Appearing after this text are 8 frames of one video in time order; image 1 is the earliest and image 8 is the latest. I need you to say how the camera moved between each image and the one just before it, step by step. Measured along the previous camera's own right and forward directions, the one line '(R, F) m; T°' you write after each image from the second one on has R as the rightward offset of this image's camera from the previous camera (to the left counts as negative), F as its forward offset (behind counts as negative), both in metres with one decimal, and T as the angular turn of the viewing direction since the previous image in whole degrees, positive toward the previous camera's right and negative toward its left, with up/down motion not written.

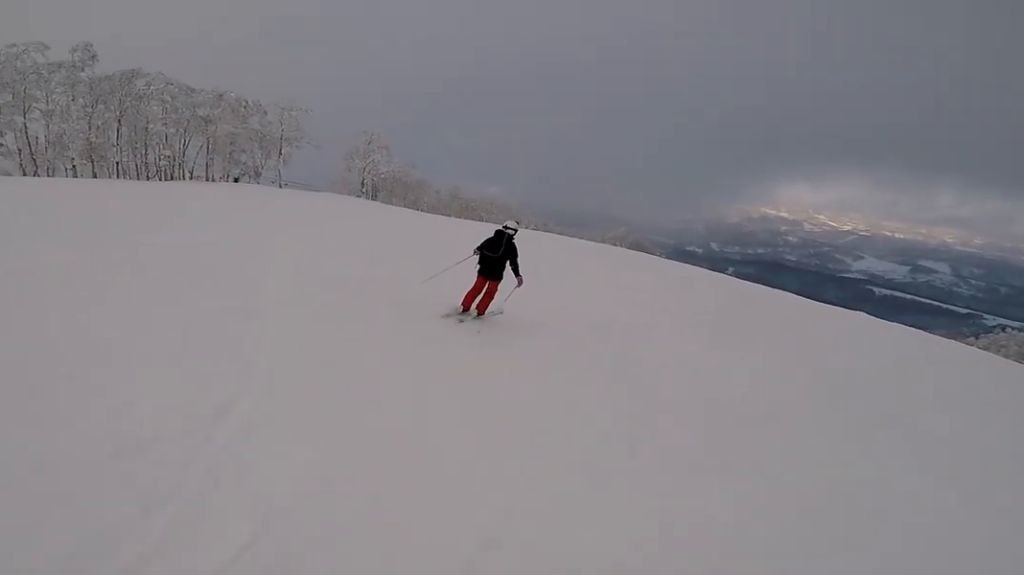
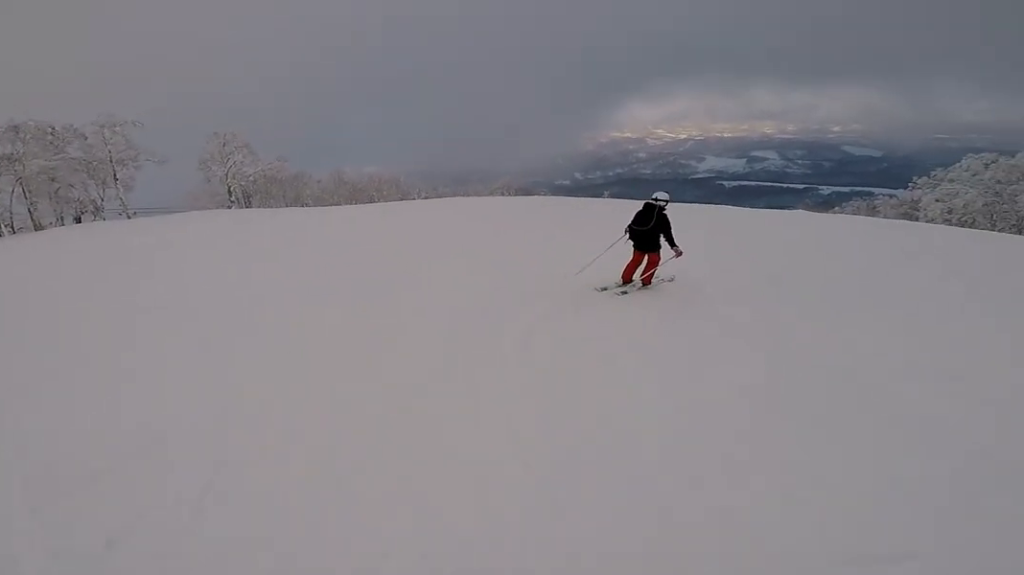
(-0.3, +4.7) m; +20°
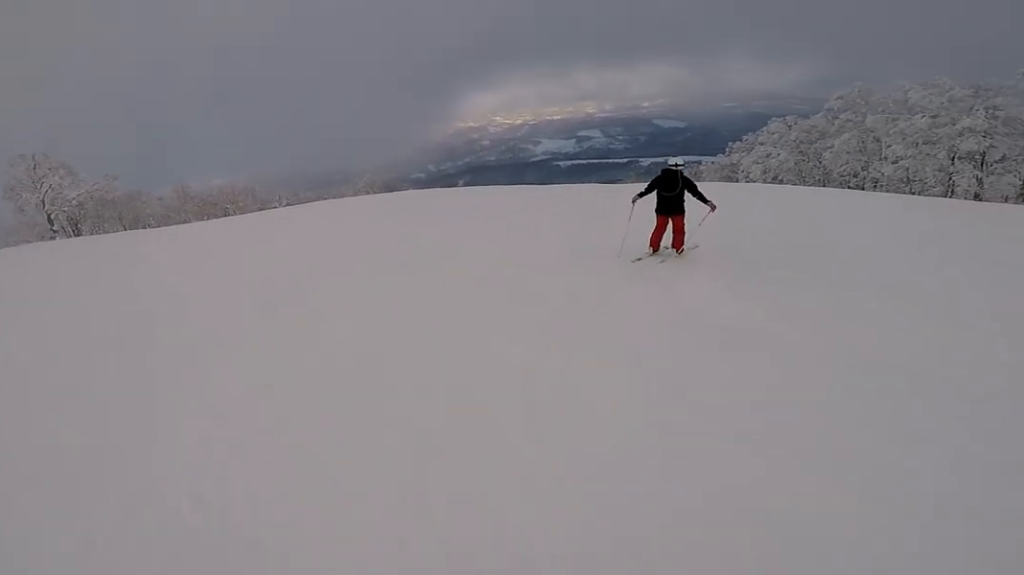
(-0.2, +2.3) m; +23°
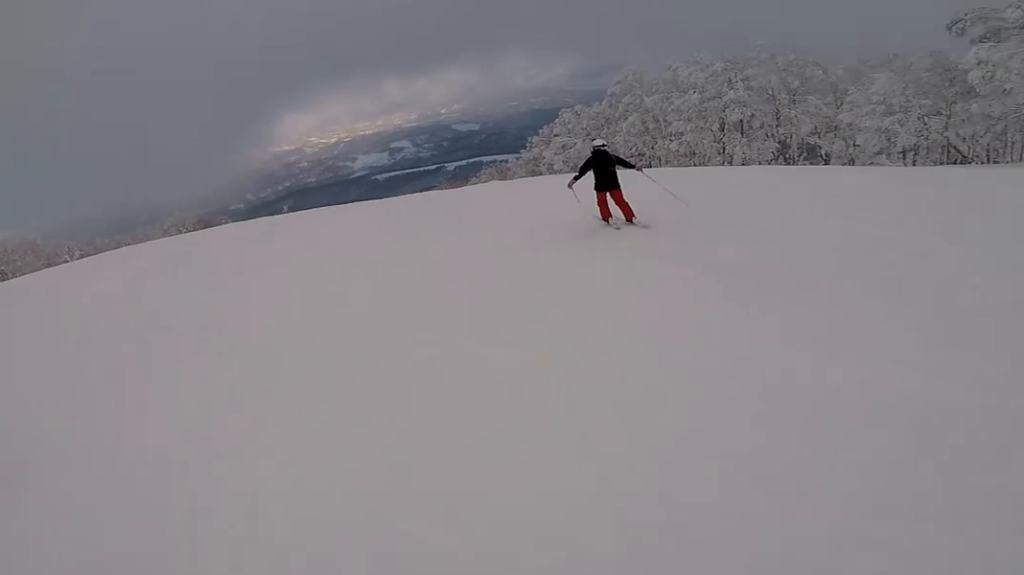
(+1.3, +2.8) m; +16°
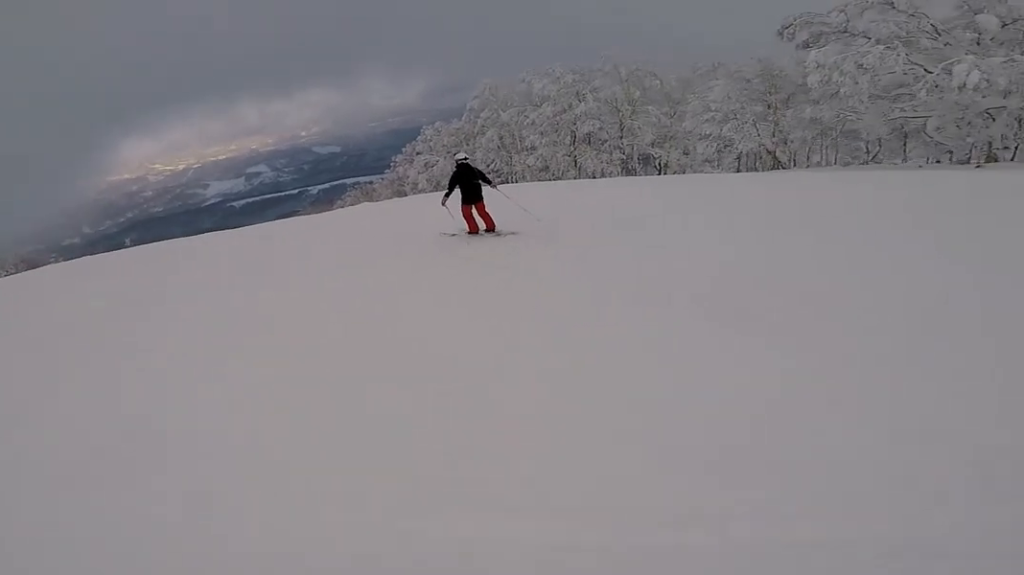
(+0.4, +2.0) m; +10°
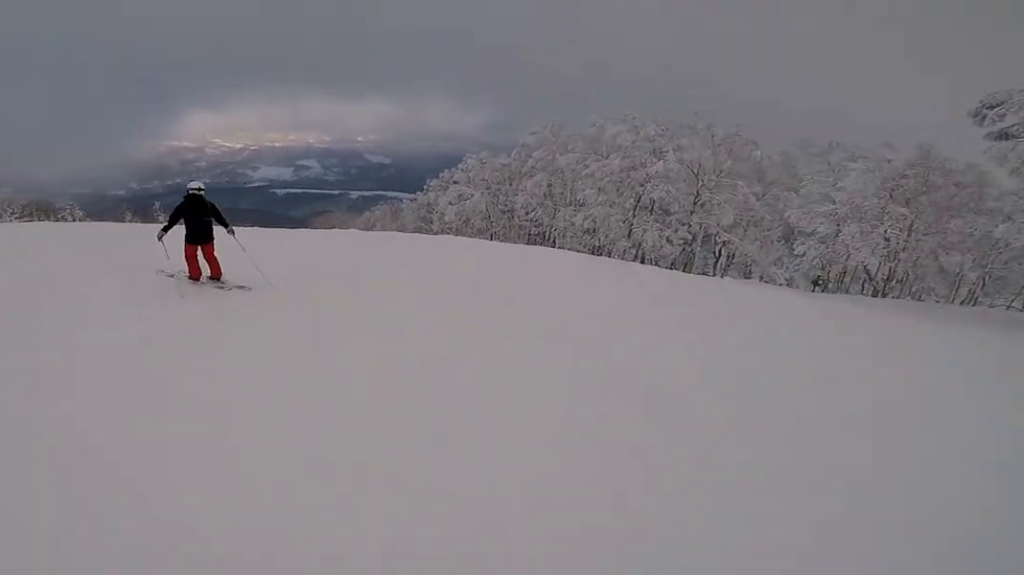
(-0.4, +5.9) m; -19°
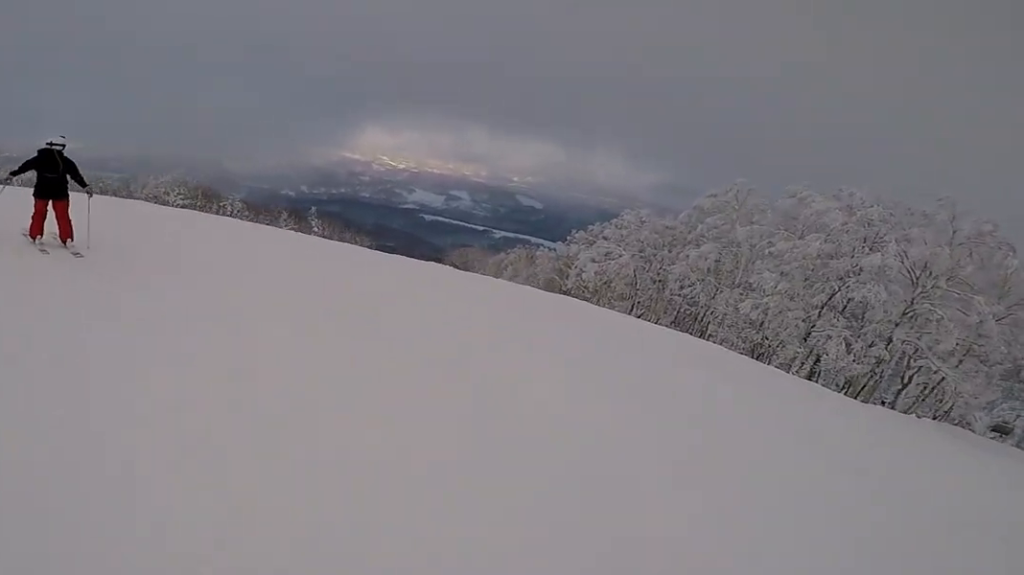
(-0.6, +3.4) m; -18°
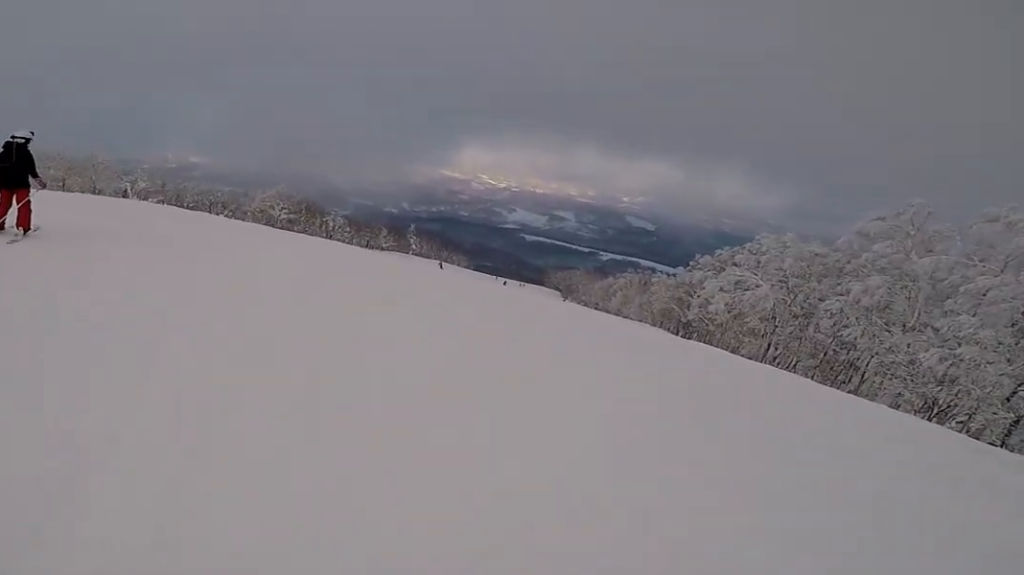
(-0.5, +3.0) m; -10°
